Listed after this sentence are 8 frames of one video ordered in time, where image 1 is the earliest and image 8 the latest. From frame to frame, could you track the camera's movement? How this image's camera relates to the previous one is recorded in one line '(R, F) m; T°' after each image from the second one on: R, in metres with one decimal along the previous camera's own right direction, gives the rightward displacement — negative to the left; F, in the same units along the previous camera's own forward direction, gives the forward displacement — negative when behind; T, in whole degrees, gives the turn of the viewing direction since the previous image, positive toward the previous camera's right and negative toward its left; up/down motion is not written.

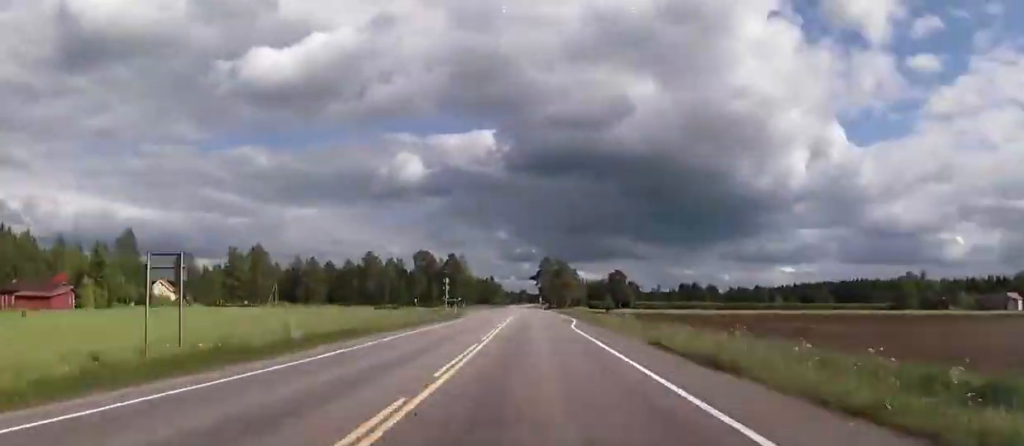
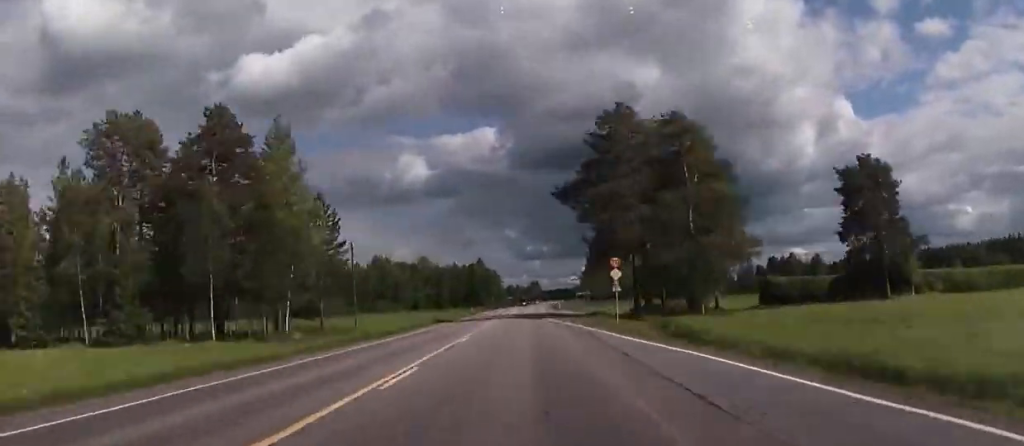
(-3.7, +174.3) m; 0°
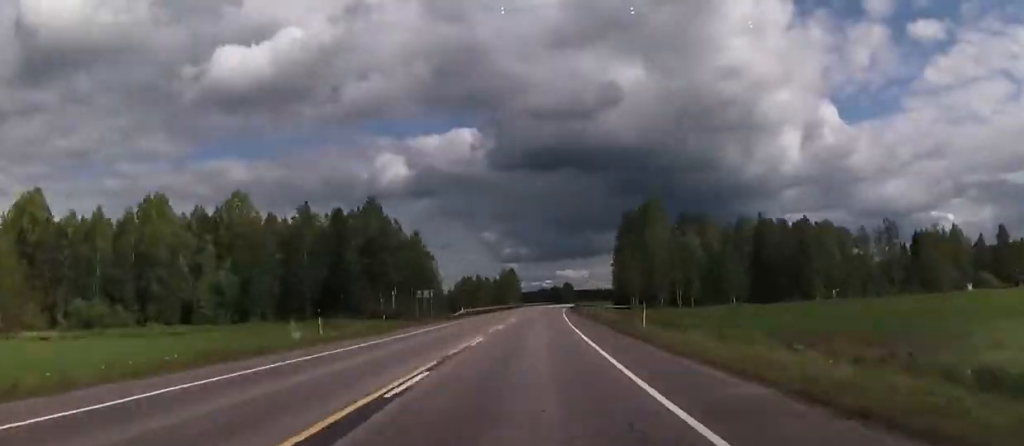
(+1.3, +159.3) m; +4°
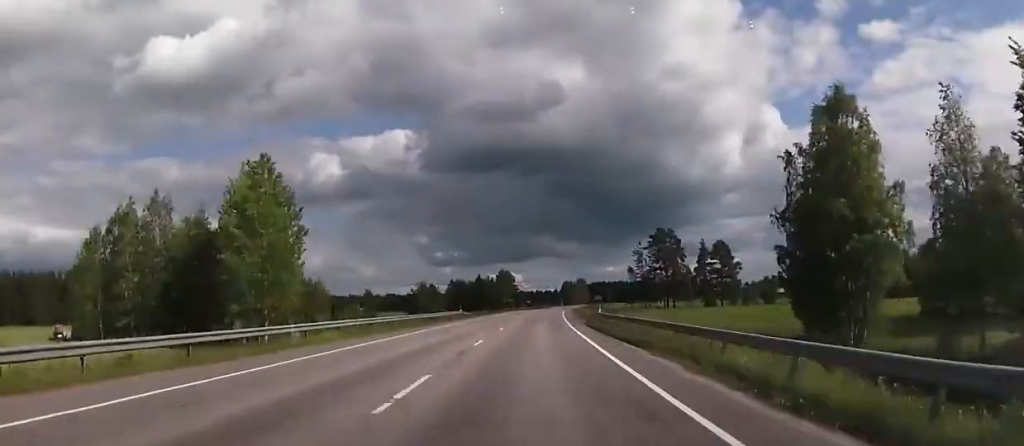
(+6.8, +166.3) m; +5°
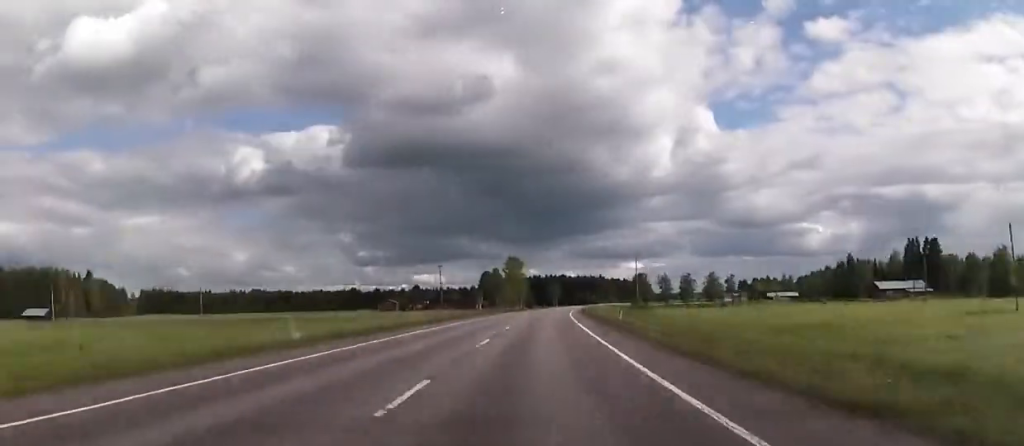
(+12.0, +201.8) m; +7°
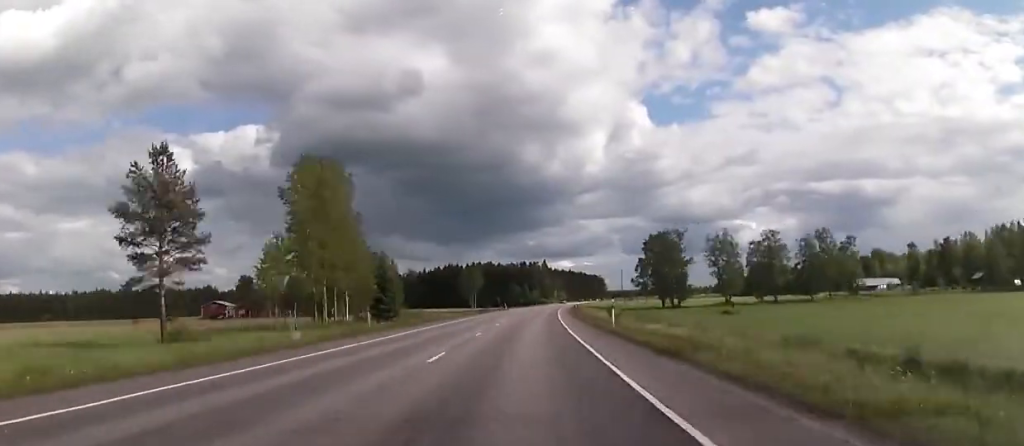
(+8.4, +147.4) m; +5°
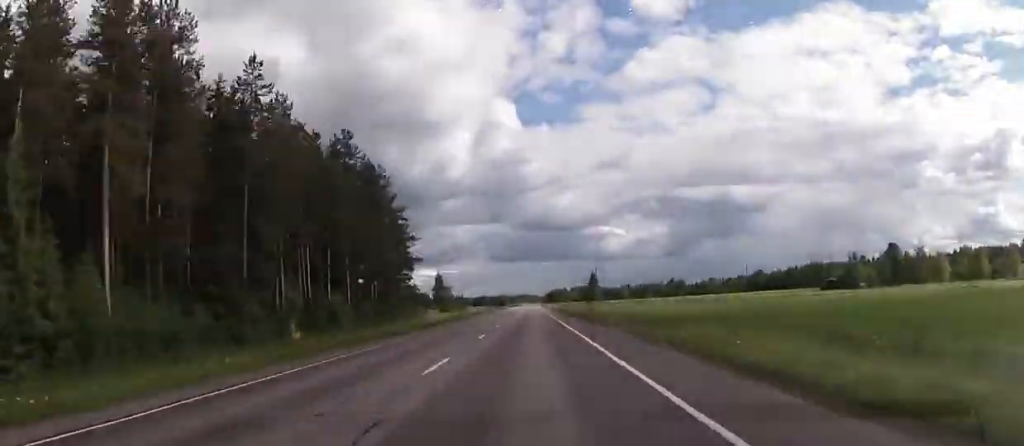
(+45.4, +468.3) m; +8°
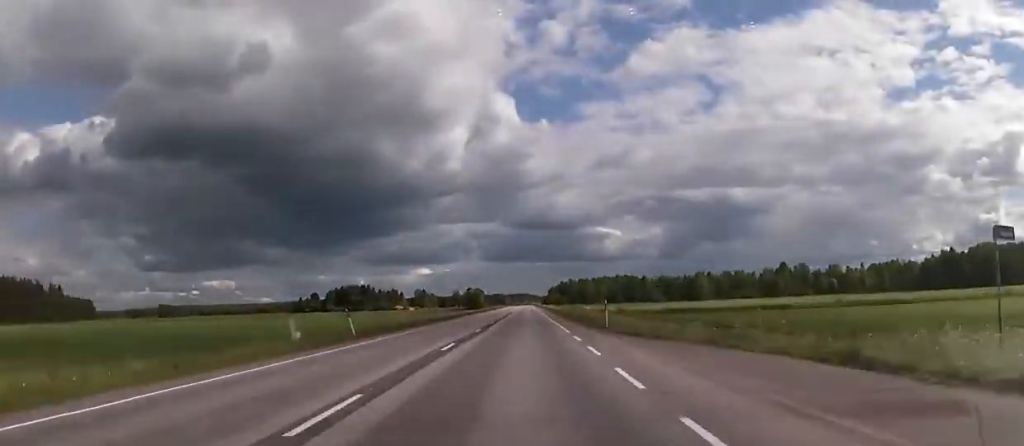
(+1.7, +269.2) m; 0°
